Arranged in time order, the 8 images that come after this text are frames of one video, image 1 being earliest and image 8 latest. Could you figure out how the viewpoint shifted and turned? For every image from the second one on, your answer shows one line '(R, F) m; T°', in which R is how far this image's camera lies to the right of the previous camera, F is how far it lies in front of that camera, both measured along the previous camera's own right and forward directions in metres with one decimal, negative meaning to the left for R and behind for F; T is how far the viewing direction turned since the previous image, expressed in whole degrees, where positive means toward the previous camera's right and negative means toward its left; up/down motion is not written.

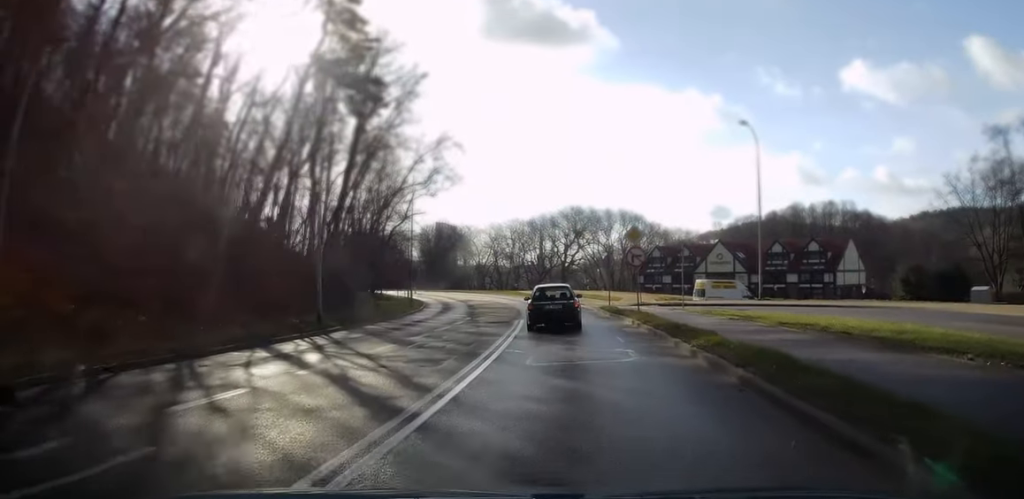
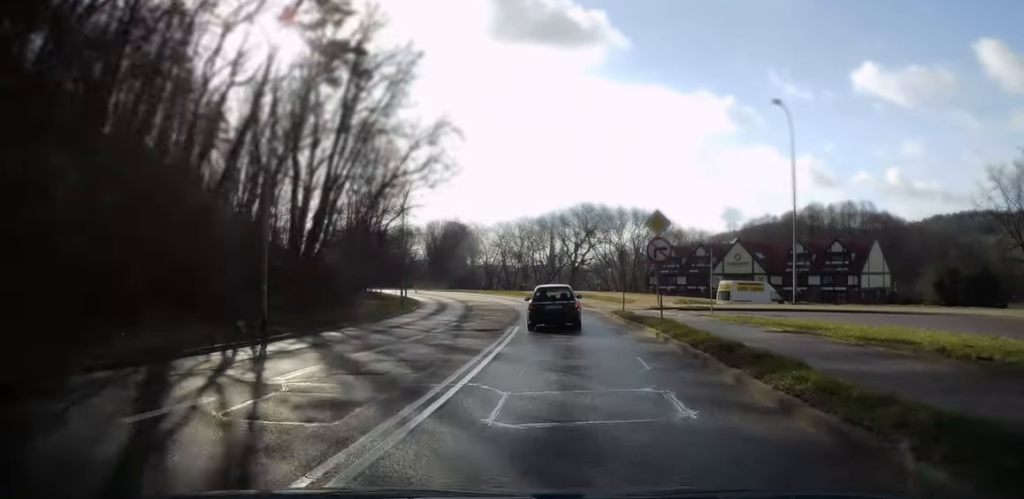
(0.0, +5.4) m; -1°
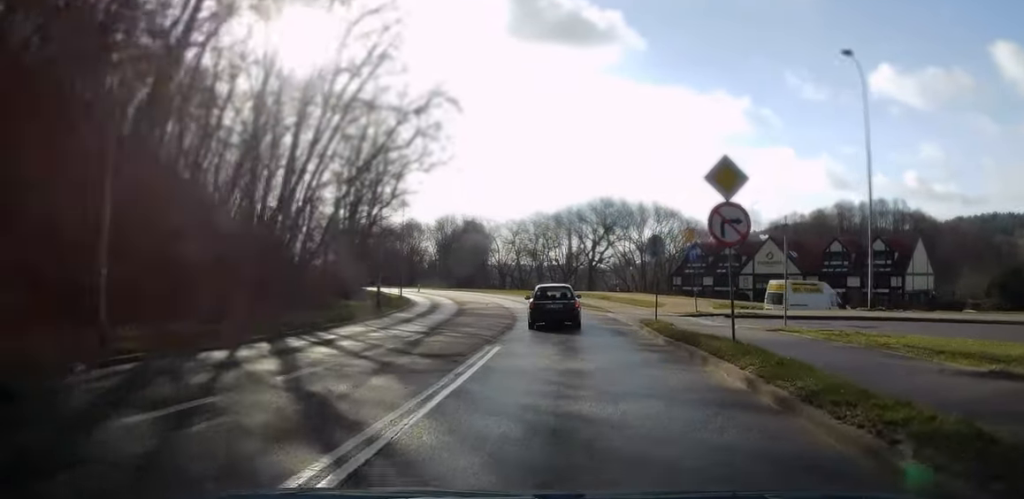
(-0.3, +8.6) m; -2°
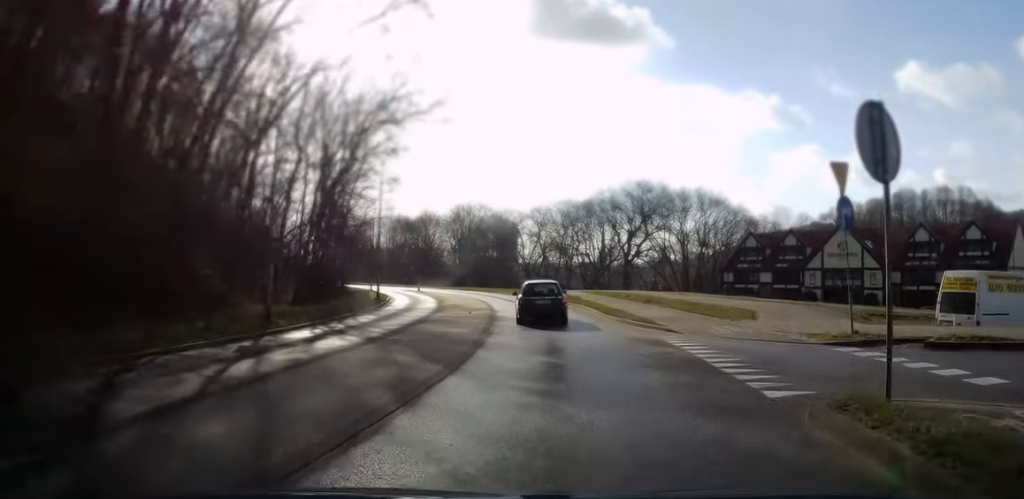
(-0.3, +16.4) m; -3°
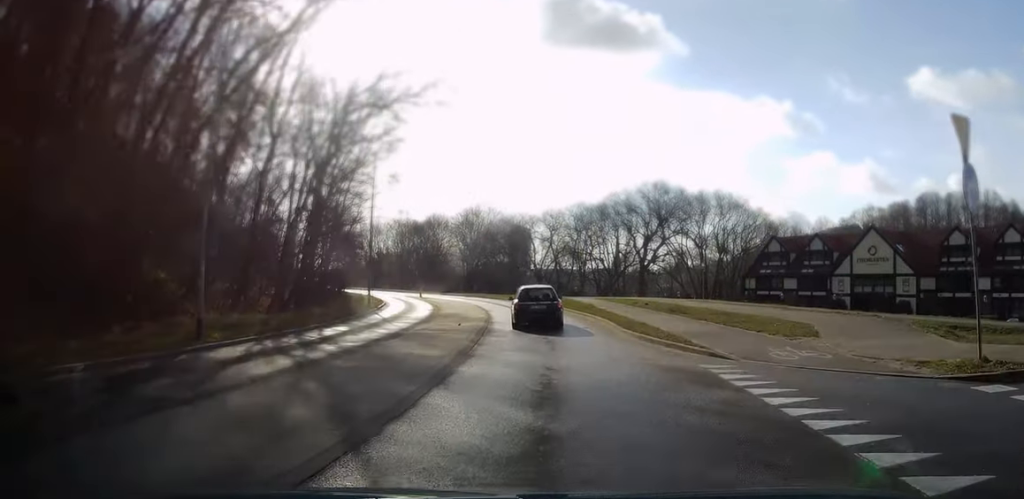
(0.0, +5.1) m; -1°
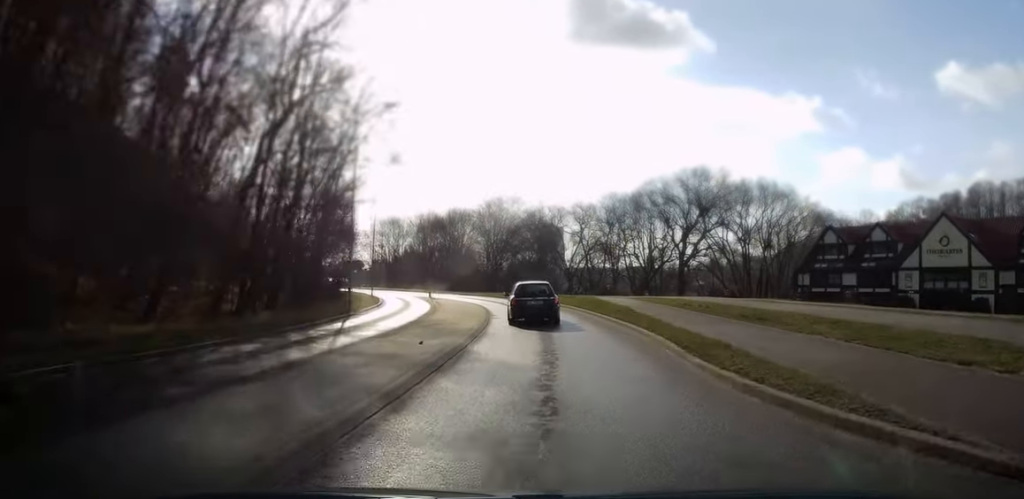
(-0.2, +9.3) m; -2°
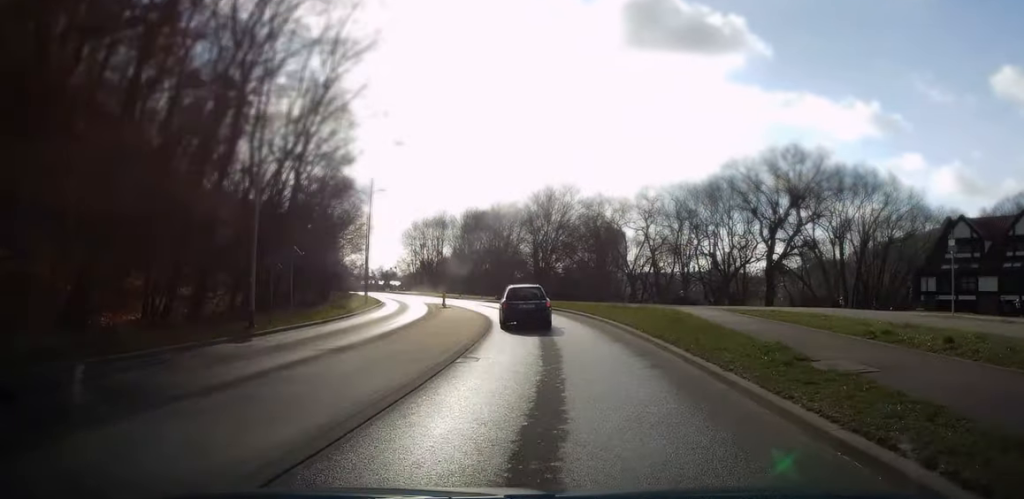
(-0.5, +16.6) m; -4°
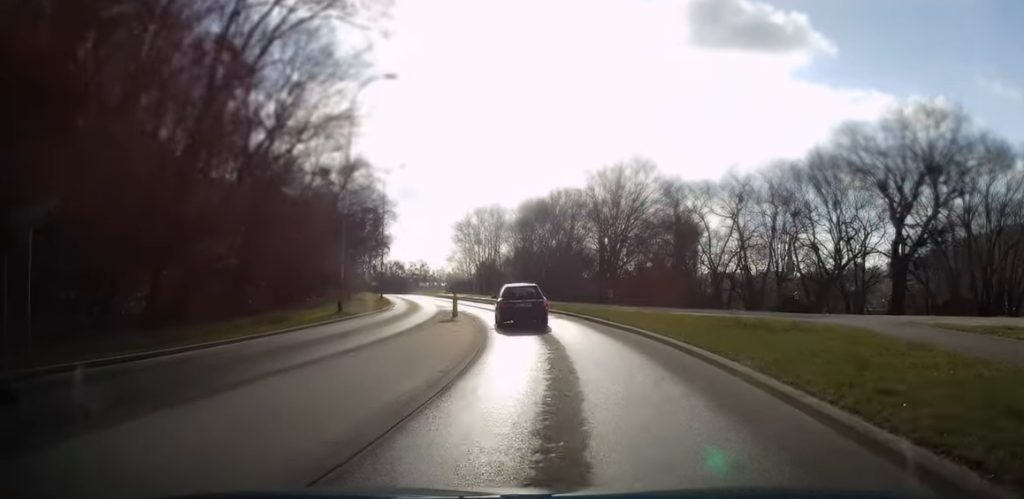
(-0.8, +16.4) m; -8°
